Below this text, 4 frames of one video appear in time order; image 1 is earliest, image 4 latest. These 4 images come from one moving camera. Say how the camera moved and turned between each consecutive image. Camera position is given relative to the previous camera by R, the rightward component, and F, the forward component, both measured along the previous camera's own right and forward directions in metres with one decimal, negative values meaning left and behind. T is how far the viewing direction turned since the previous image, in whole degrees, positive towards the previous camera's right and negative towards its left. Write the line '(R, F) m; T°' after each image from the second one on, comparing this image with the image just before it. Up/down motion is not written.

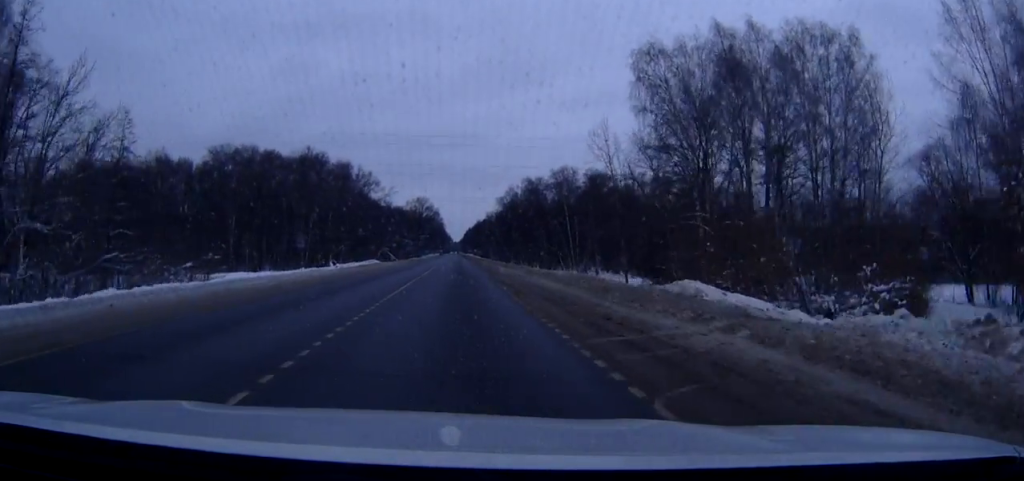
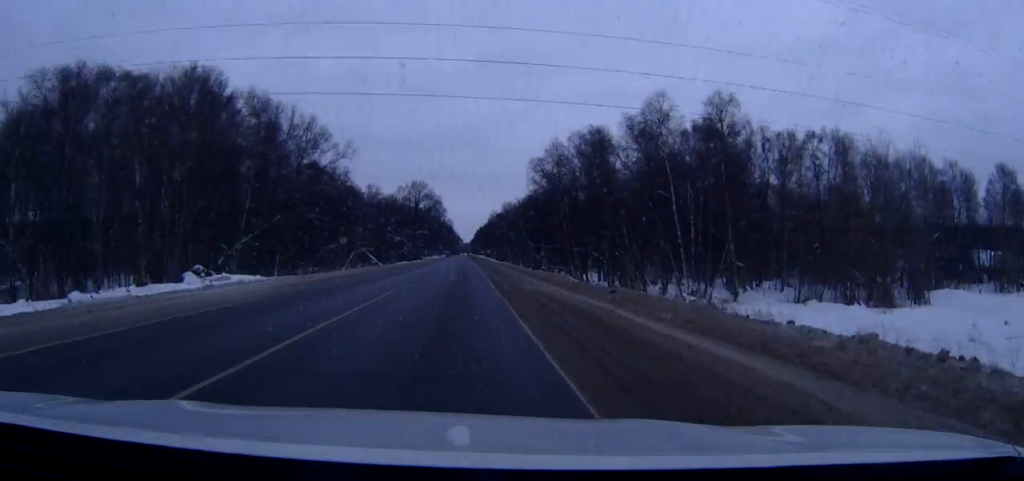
(-0.4, +62.6) m; -1°
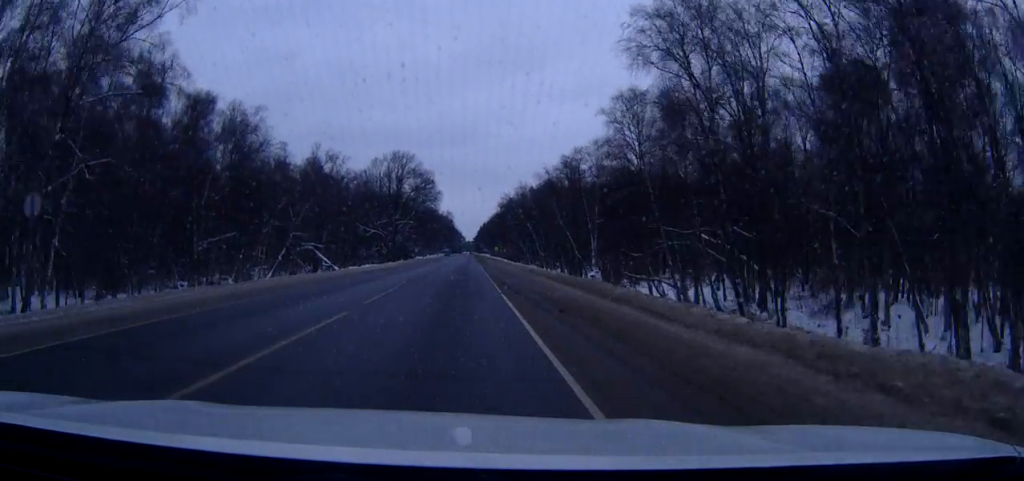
(-0.3, +54.6) m; -1°
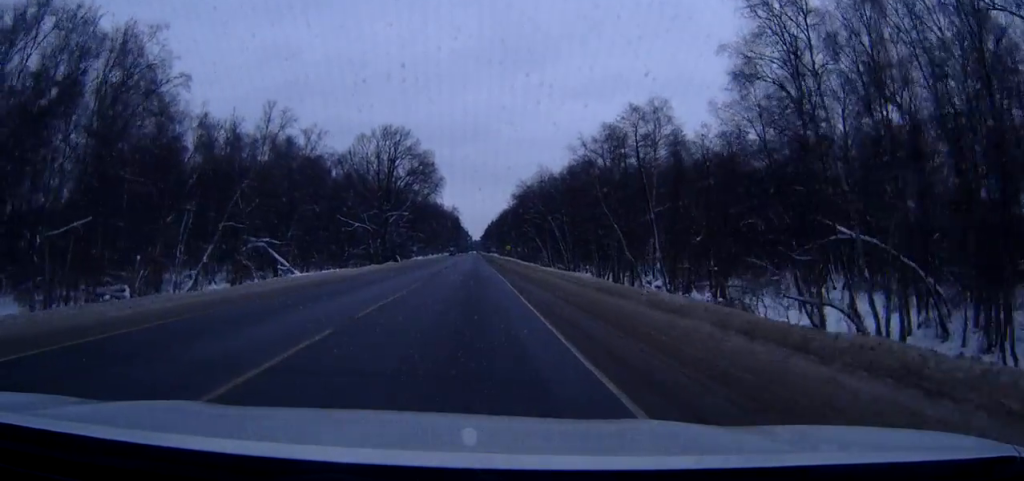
(-0.1, +27.4) m; 0°
